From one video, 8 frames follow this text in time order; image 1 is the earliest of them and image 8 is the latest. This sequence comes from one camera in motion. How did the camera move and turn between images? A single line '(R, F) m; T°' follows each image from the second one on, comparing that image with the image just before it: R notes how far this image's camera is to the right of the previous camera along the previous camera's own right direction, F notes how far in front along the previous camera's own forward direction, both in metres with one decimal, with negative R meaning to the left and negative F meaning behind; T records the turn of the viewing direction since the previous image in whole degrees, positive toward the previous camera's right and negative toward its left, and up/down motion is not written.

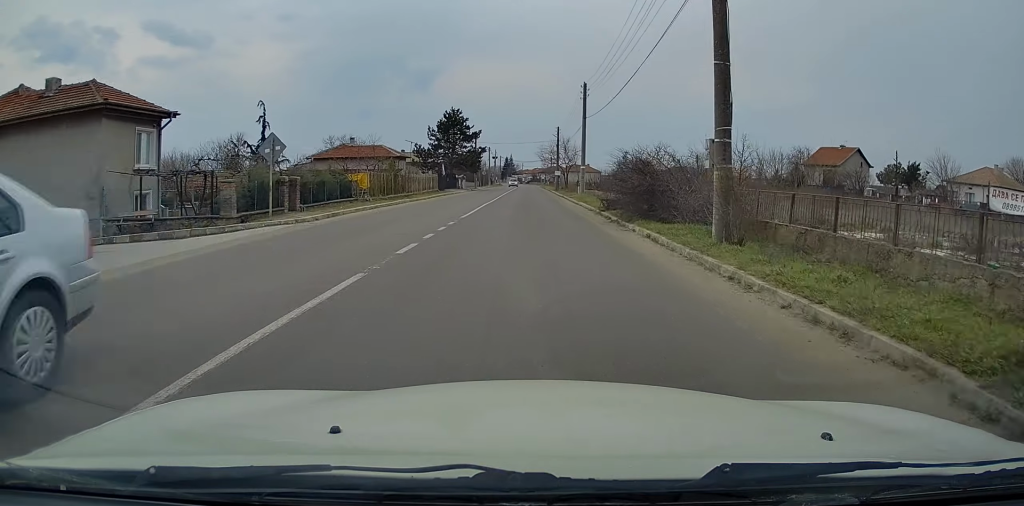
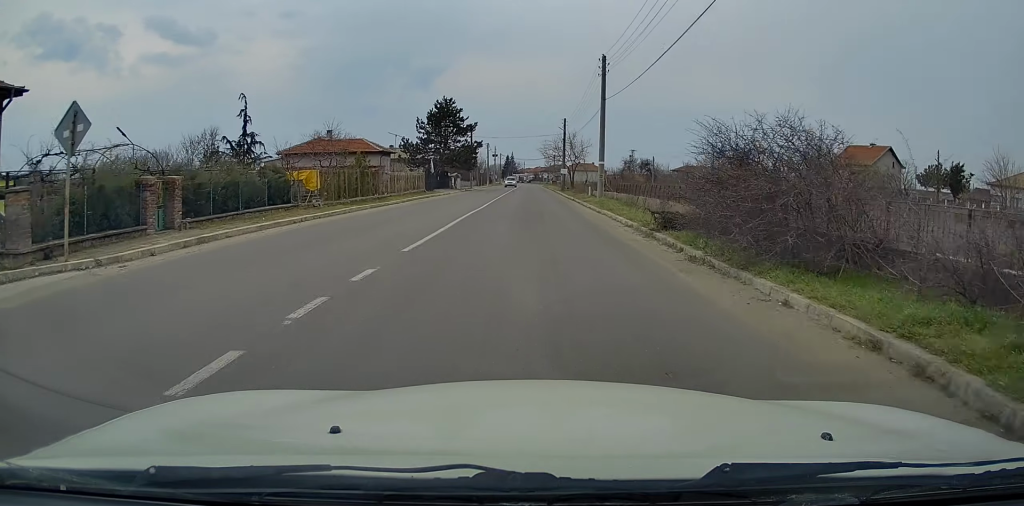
(-0.1, +9.6) m; 0°
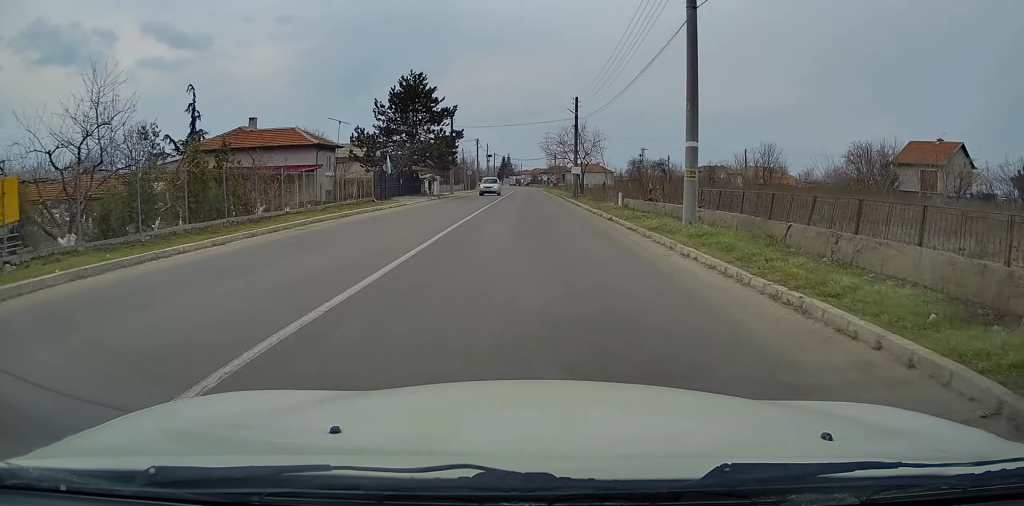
(+0.1, +18.8) m; -1°
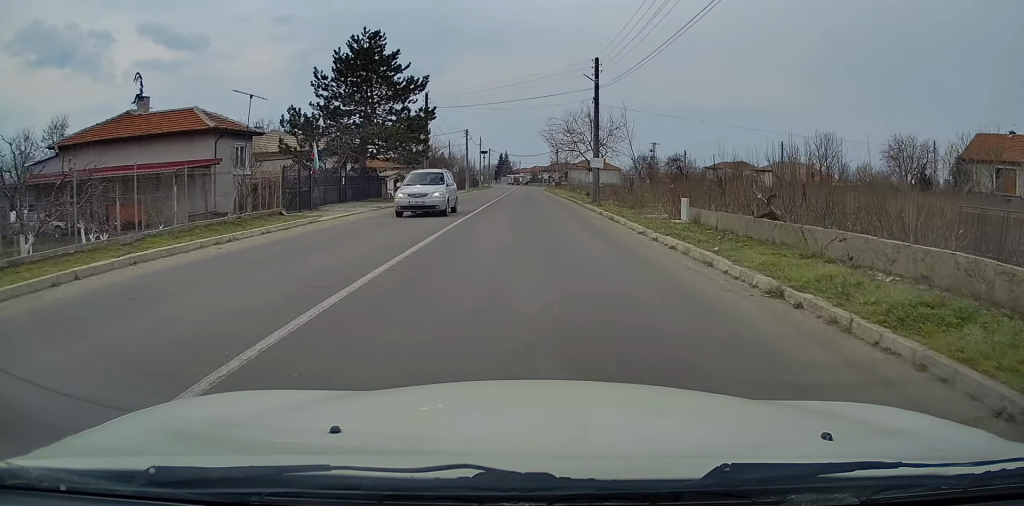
(-0.3, +14.9) m; 0°
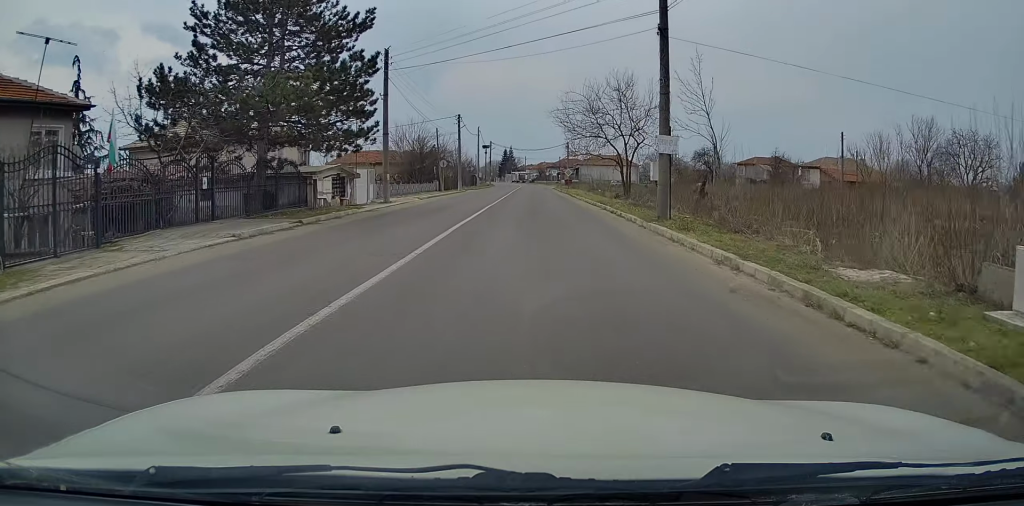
(+0.2, +15.3) m; 0°
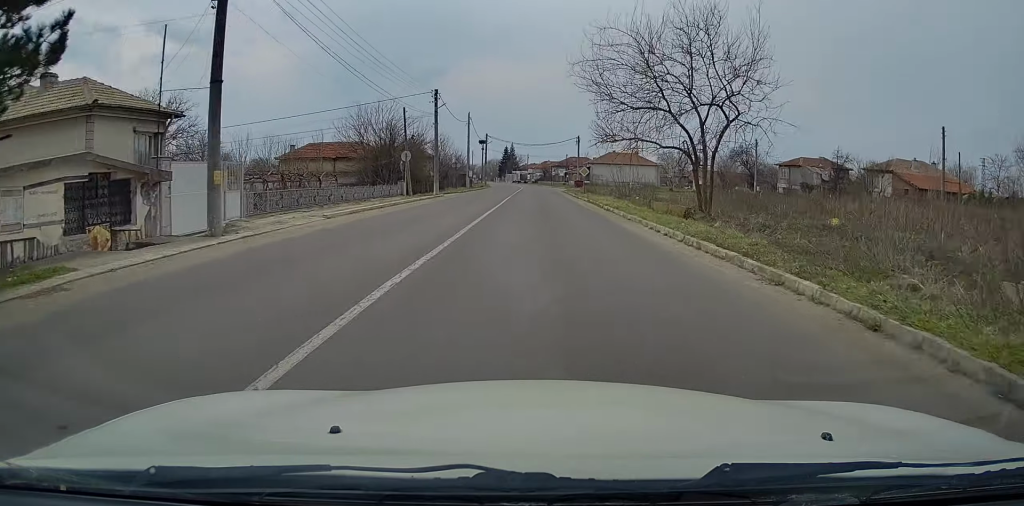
(-0.1, +18.1) m; 0°
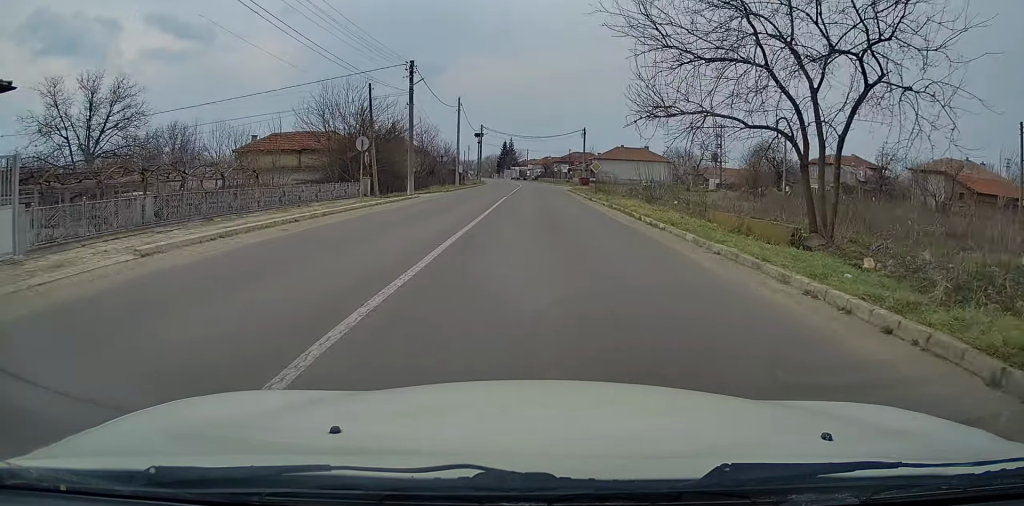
(0.0, +10.0) m; 0°
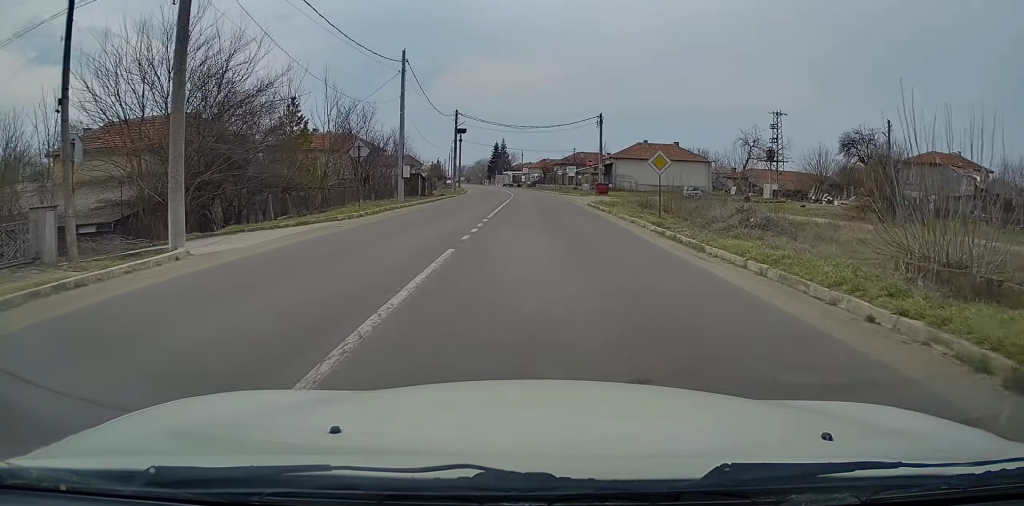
(0.0, +24.5) m; 0°
